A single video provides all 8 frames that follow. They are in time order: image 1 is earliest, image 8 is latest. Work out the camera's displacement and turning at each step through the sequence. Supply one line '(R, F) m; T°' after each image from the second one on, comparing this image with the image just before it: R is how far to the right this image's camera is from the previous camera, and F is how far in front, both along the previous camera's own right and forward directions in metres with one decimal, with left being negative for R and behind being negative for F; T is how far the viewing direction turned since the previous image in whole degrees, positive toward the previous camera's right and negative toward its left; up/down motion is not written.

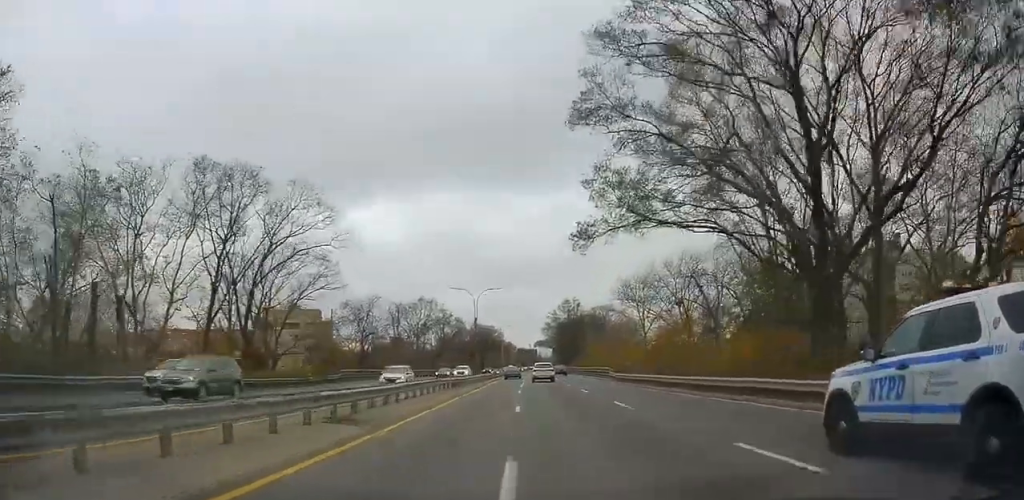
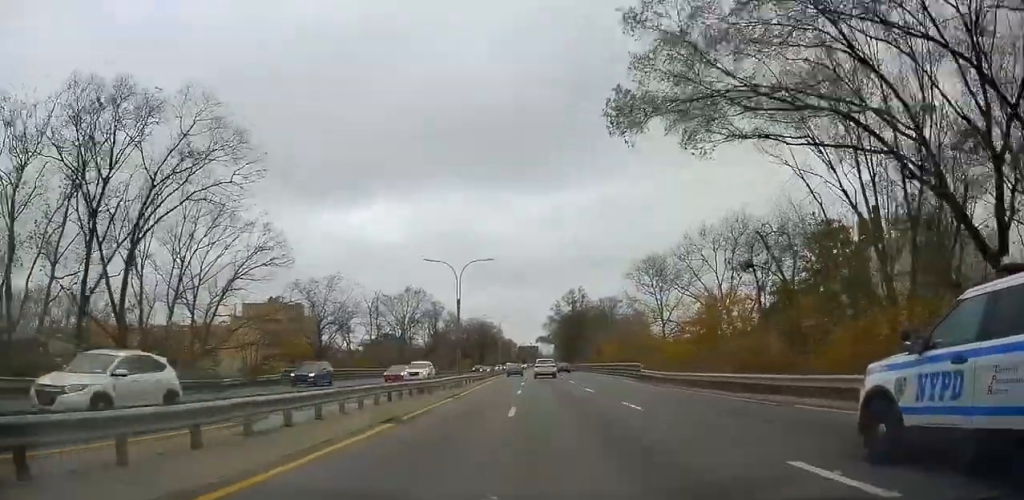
(+0.3, +14.1) m; 0°
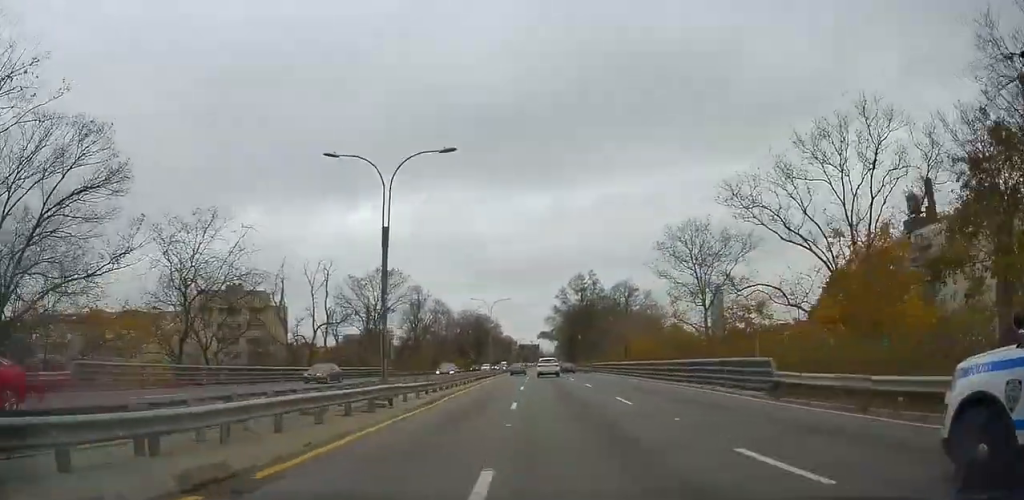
(0.0, +22.0) m; 0°
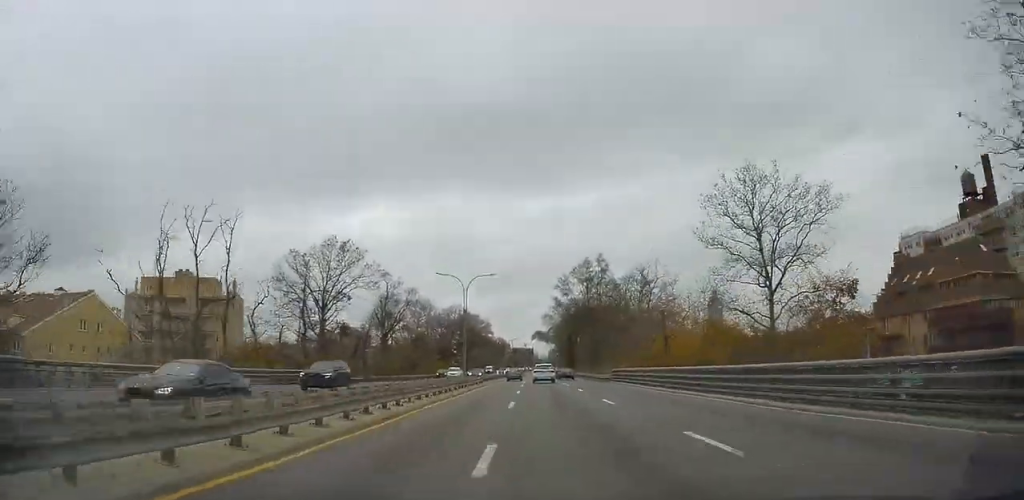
(-0.1, +21.2) m; 0°
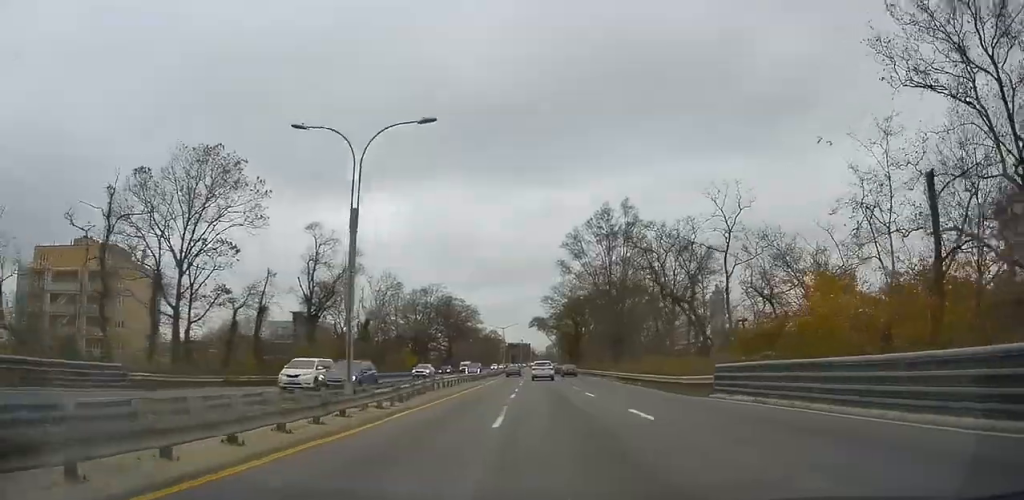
(+0.1, +30.5) m; 0°
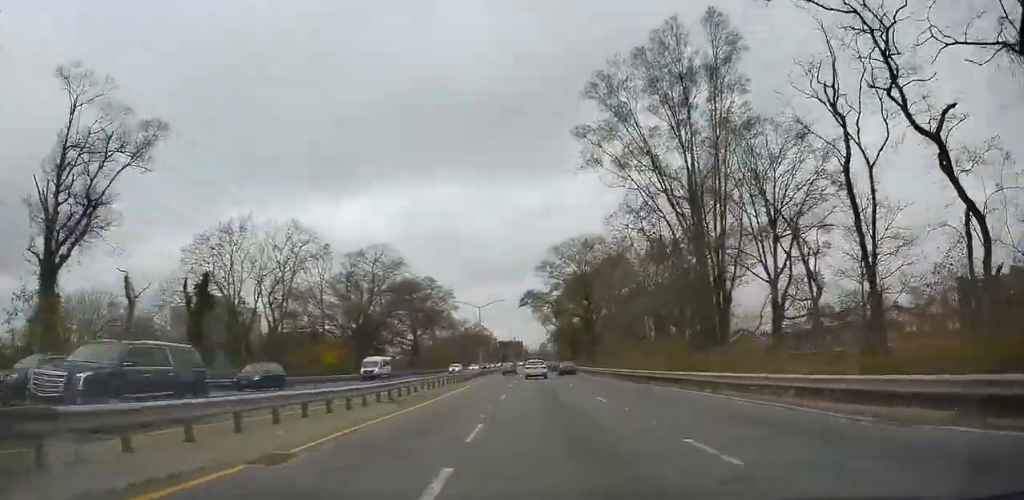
(+0.3, +38.4) m; +1°
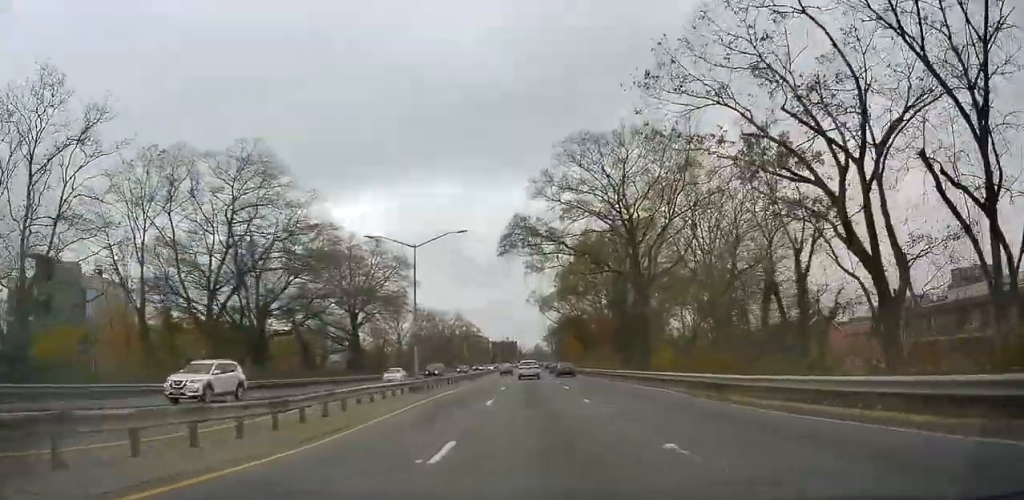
(0.0, +38.4) m; 0°
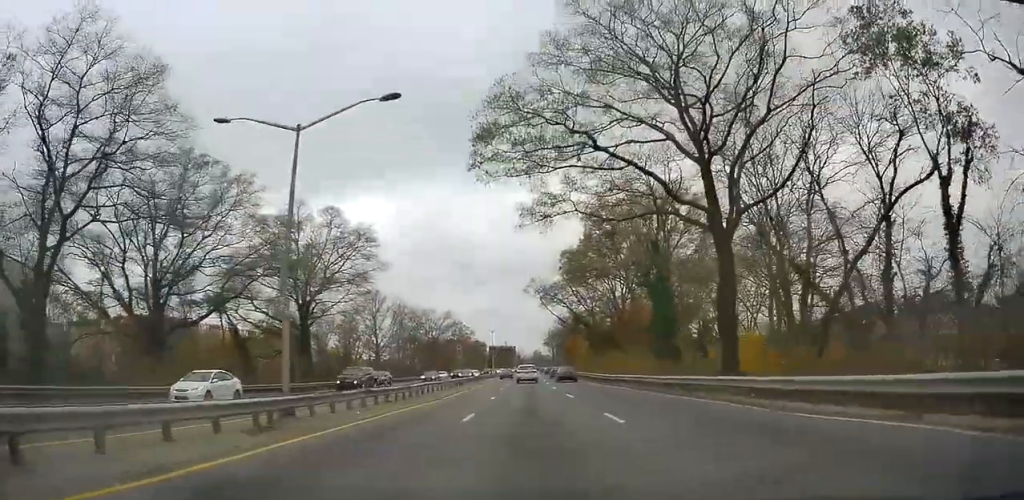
(0.0, +17.9) m; 0°
